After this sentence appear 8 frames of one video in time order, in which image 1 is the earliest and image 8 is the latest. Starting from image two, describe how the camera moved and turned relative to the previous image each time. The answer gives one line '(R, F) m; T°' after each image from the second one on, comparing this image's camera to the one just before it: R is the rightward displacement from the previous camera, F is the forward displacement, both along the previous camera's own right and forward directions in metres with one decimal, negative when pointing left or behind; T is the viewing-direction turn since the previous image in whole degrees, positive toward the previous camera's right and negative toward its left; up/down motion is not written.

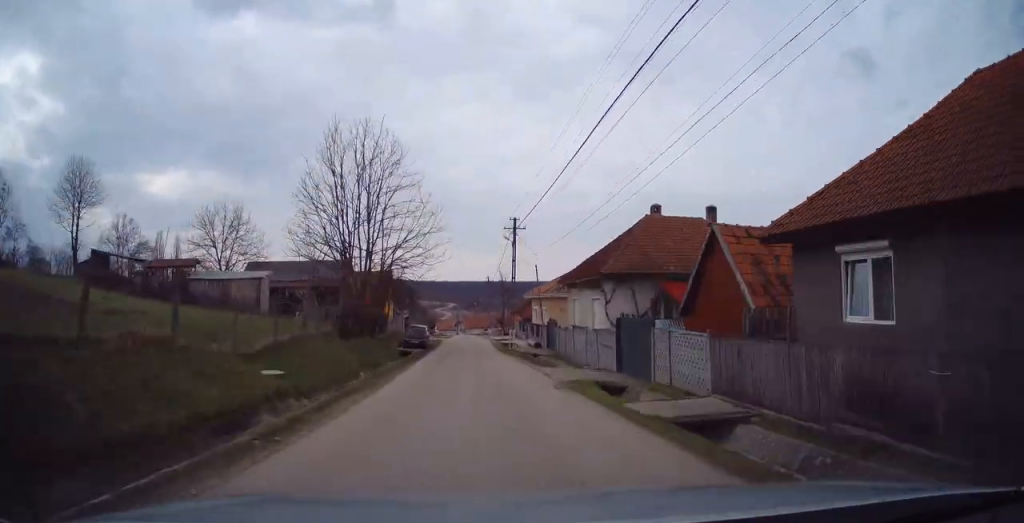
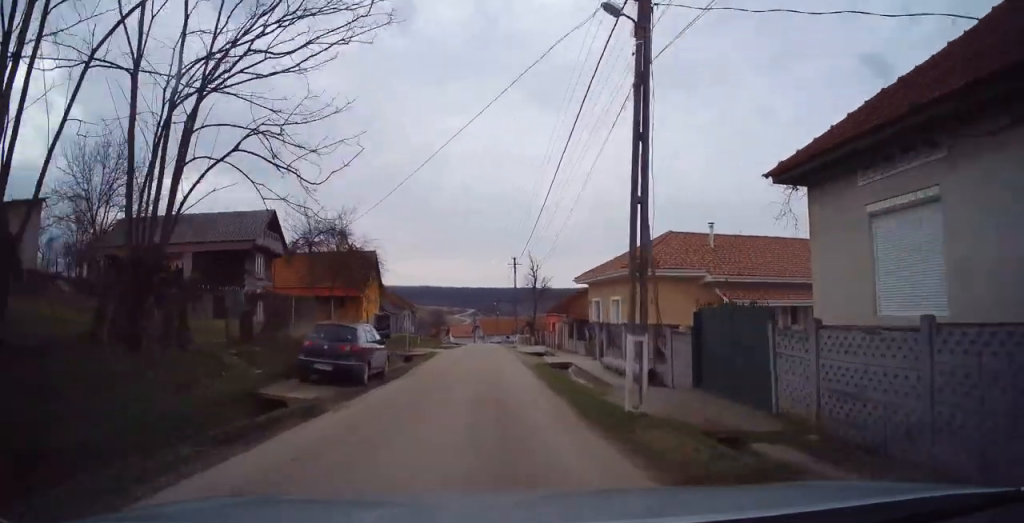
(+0.1, +22.9) m; -4°
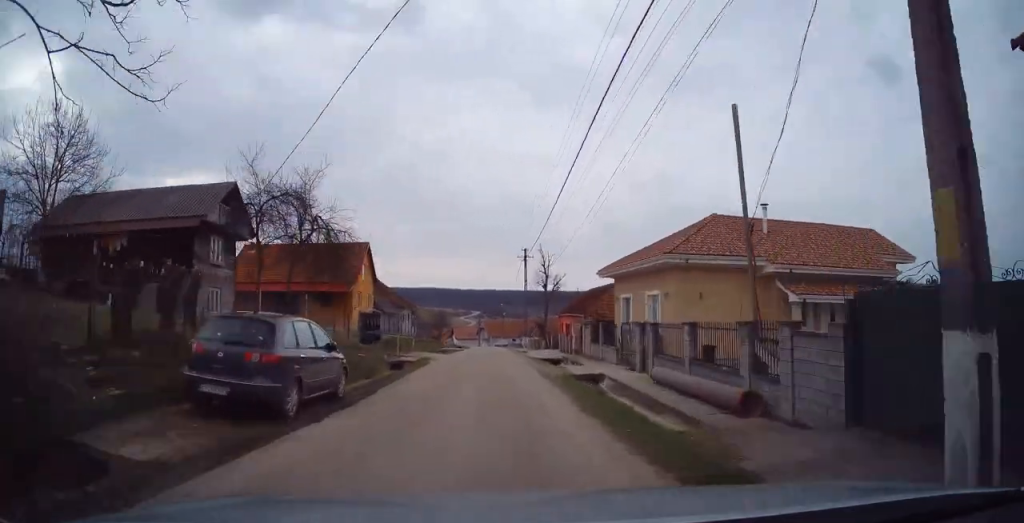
(-0.2, +5.8) m; -1°
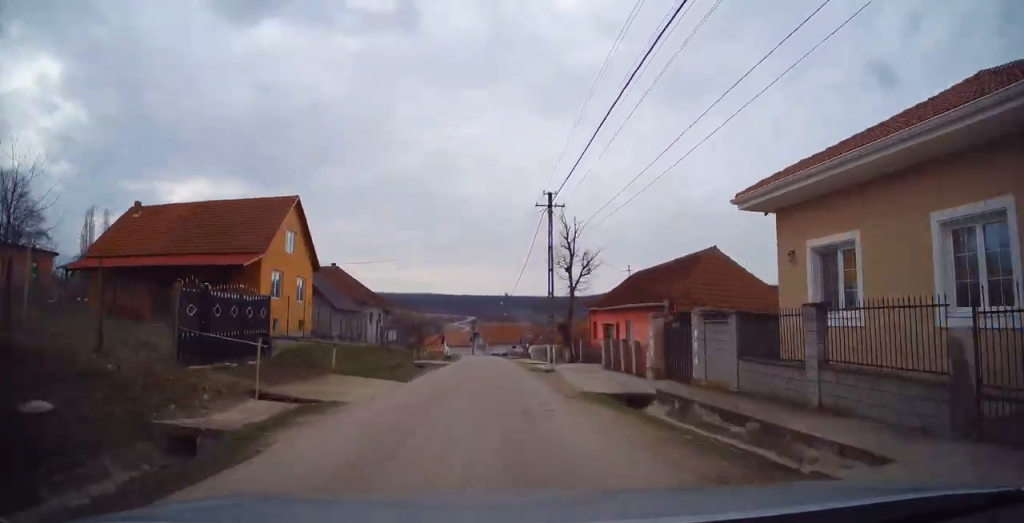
(+0.1, +17.6) m; +2°
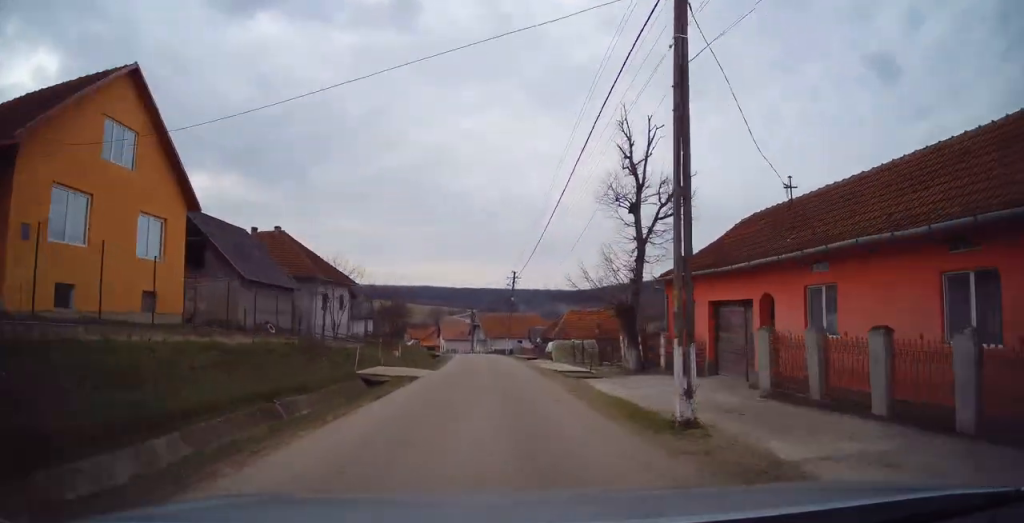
(0.0, +15.5) m; -2°
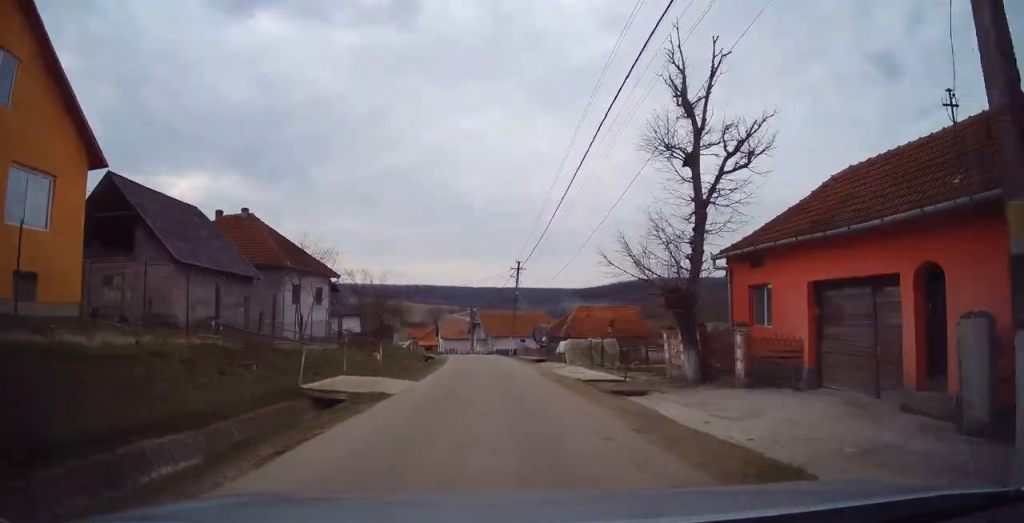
(-0.3, +5.9) m; 0°
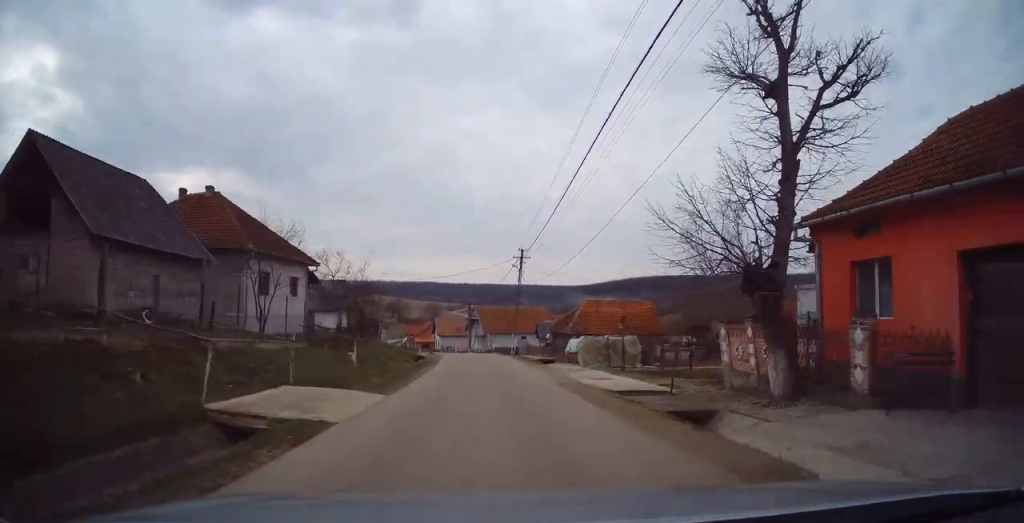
(-0.1, +4.8) m; 0°
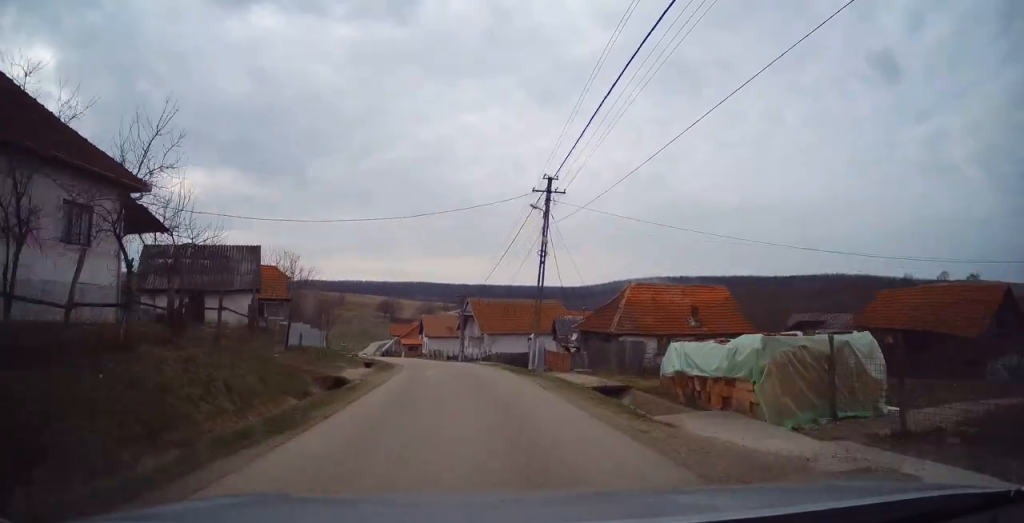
(+0.1, +18.0) m; 0°
